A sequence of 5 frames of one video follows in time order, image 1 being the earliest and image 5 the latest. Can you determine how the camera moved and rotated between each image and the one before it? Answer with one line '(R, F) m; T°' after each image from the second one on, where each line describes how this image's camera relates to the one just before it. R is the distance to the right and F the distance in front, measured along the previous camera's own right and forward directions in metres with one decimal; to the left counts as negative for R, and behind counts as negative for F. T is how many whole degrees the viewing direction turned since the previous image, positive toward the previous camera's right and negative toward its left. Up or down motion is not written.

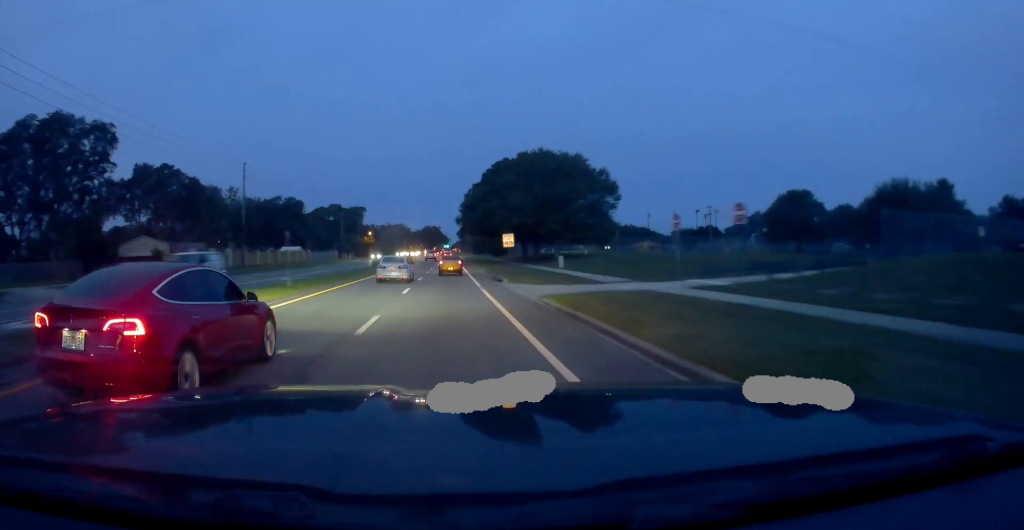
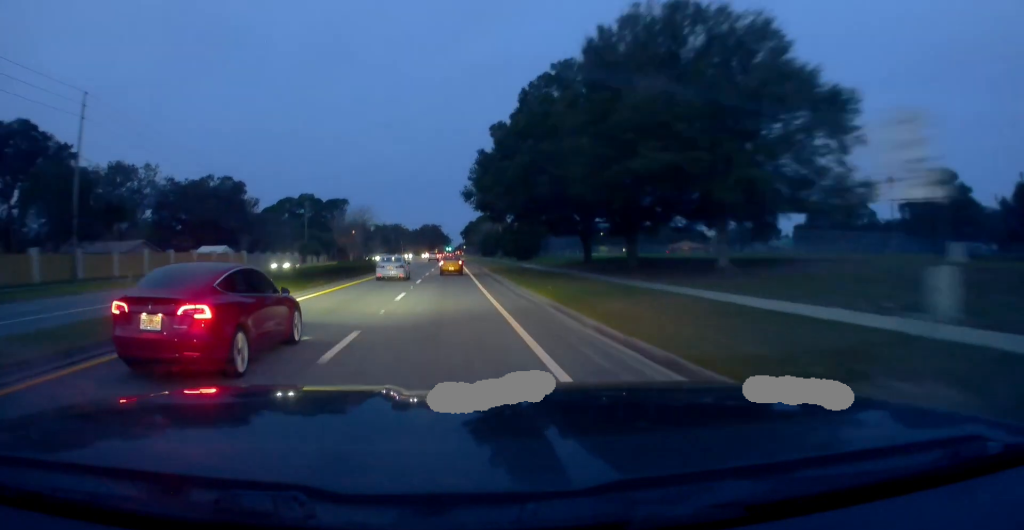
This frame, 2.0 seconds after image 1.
(+1.0, +39.0) m; 0°
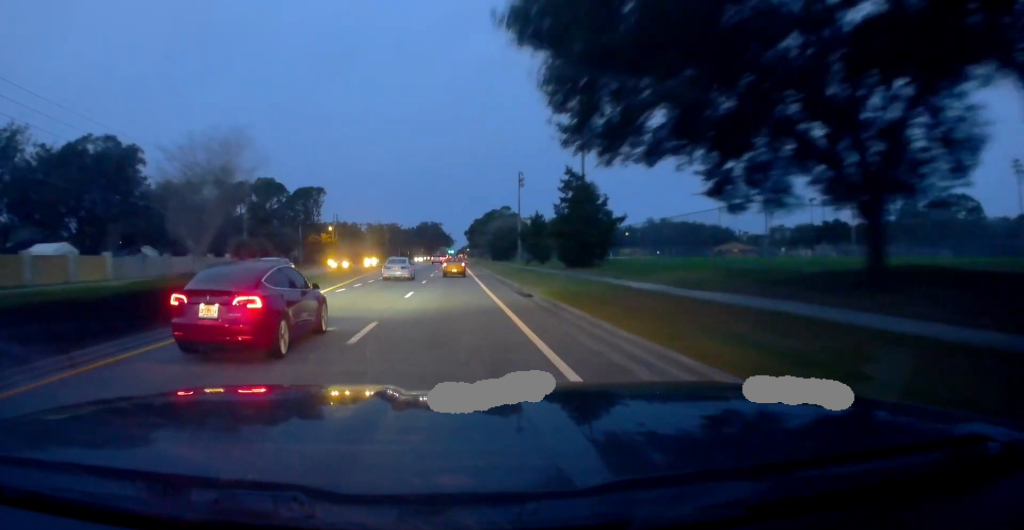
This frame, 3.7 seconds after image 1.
(-0.1, +33.2) m; 0°
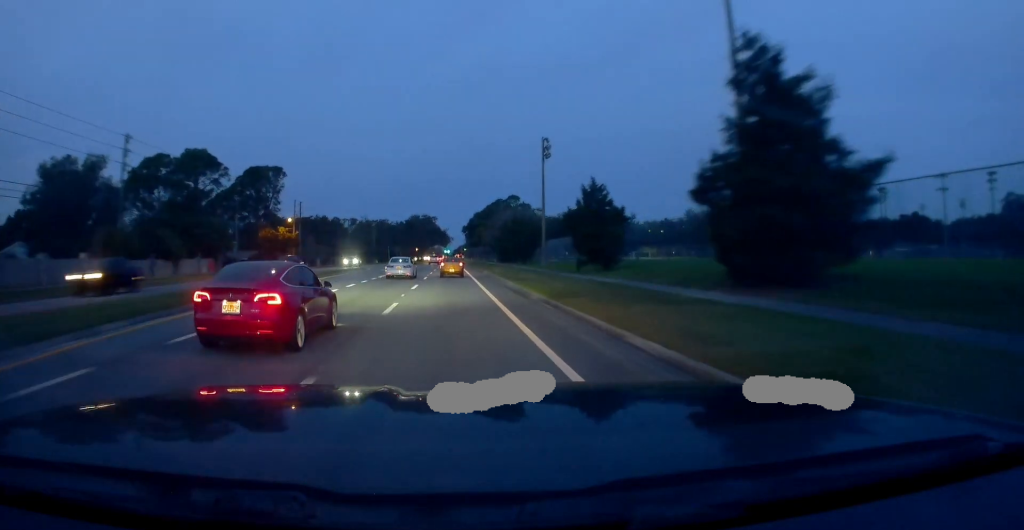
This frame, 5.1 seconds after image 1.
(-0.5, +29.2) m; -1°
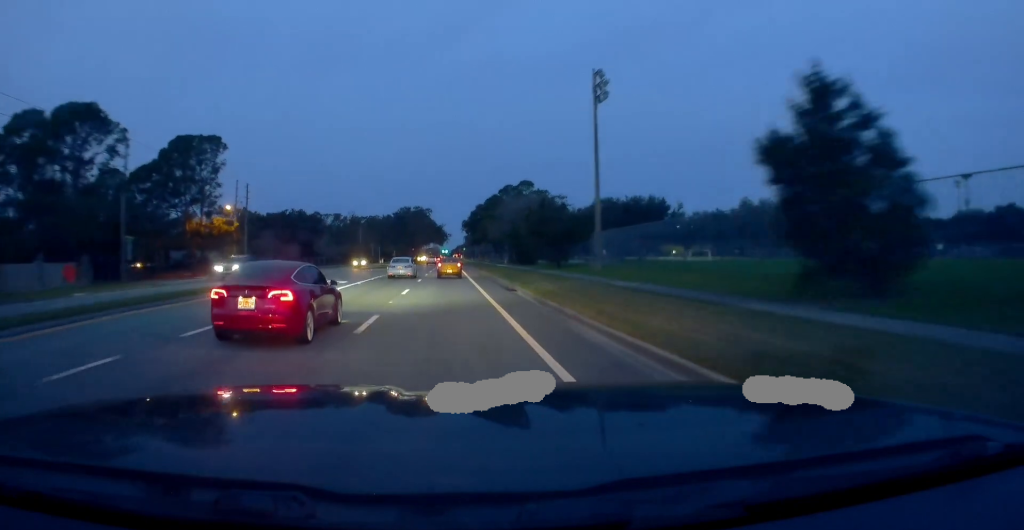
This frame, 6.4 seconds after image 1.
(+0.5, +26.6) m; +1°
